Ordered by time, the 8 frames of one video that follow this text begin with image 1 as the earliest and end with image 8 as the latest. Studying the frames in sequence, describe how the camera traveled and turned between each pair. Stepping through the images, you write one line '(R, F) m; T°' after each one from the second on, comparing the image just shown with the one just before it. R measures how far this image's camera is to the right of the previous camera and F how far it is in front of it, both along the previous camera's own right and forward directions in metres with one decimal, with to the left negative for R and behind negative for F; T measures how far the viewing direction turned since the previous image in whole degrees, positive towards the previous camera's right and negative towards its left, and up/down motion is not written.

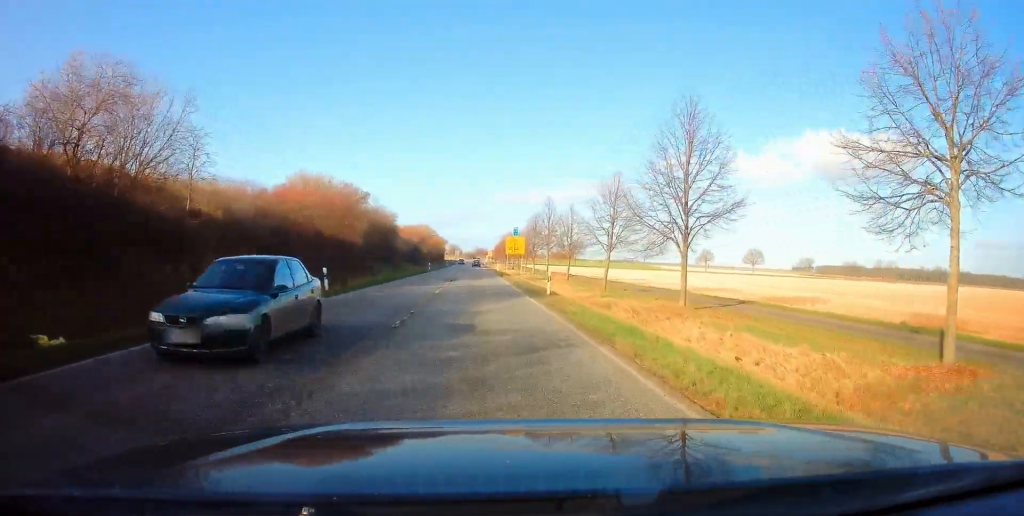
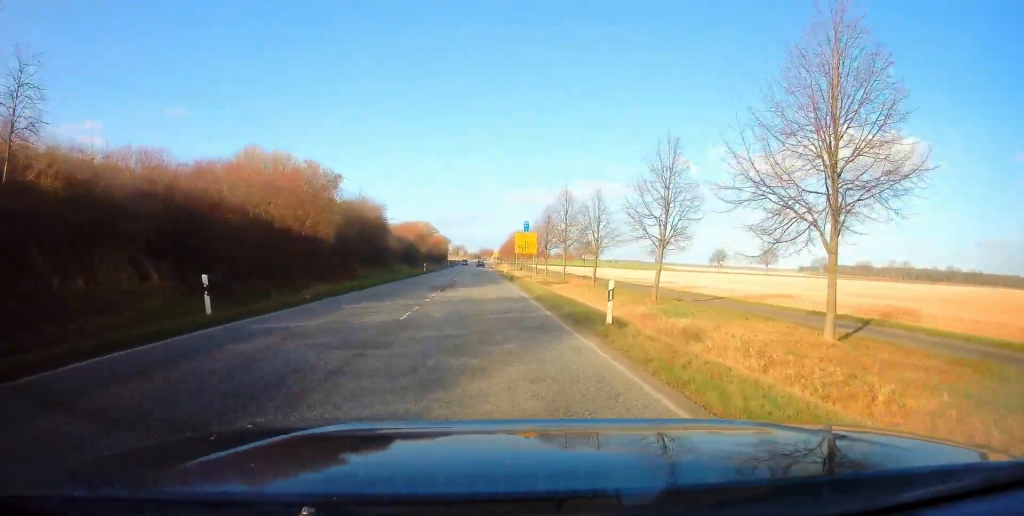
(0.0, +10.7) m; 0°
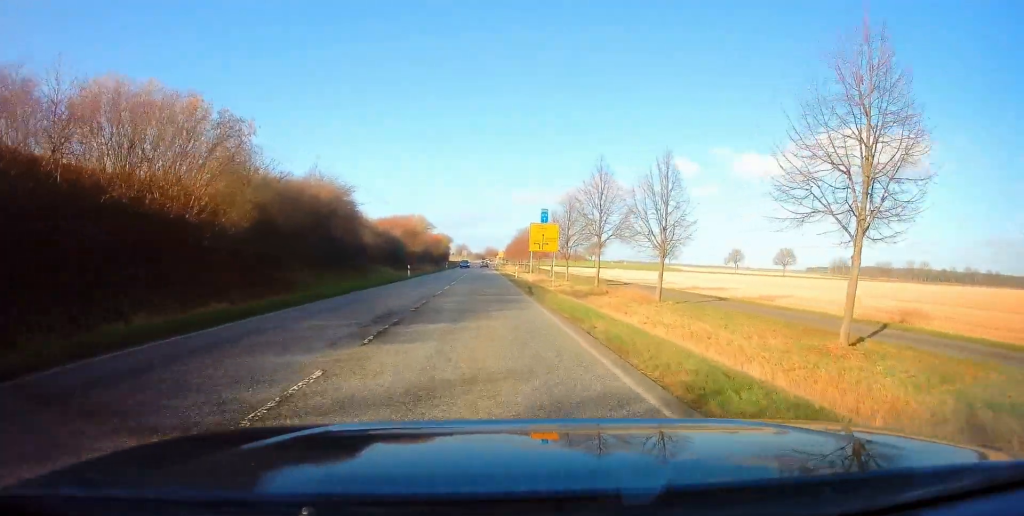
(-0.2, +15.5) m; -1°
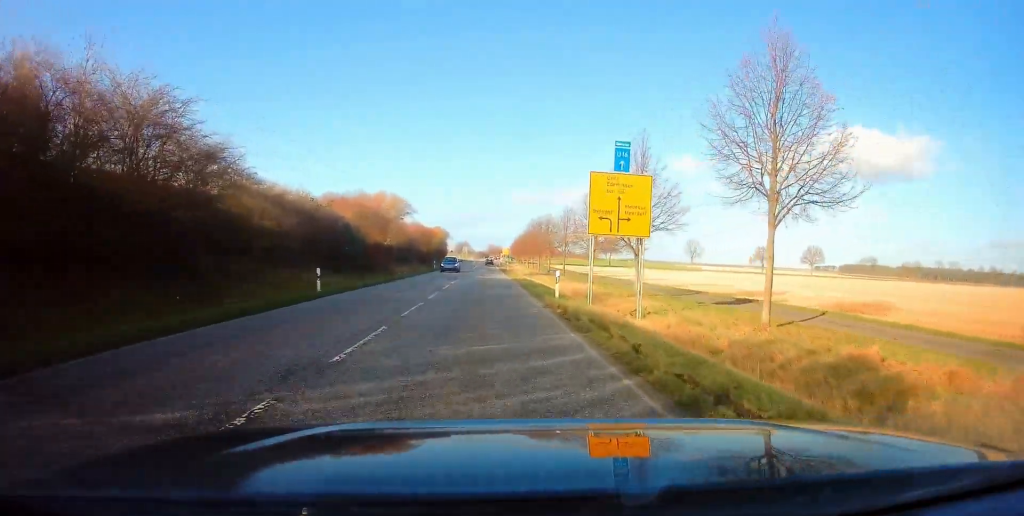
(-0.1, +25.9) m; 0°
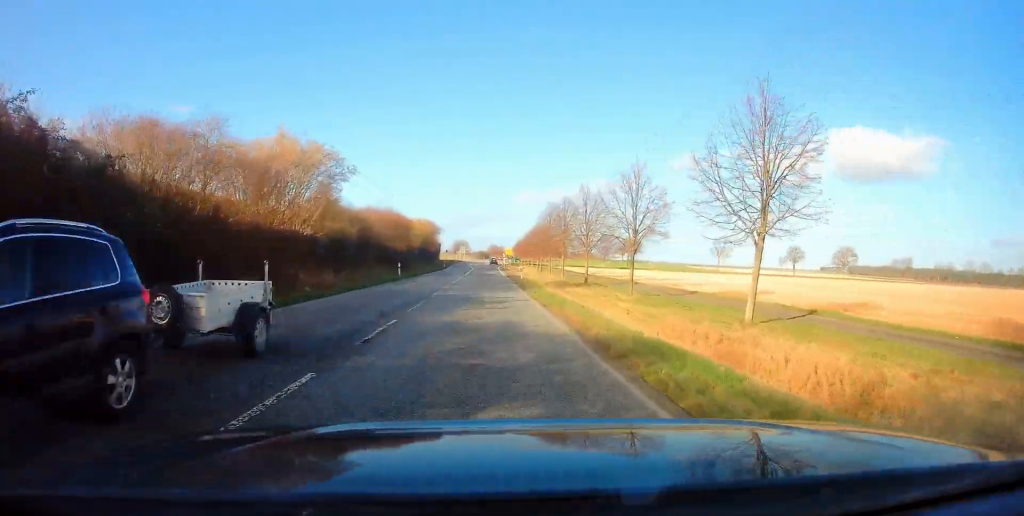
(0.0, +28.4) m; 0°
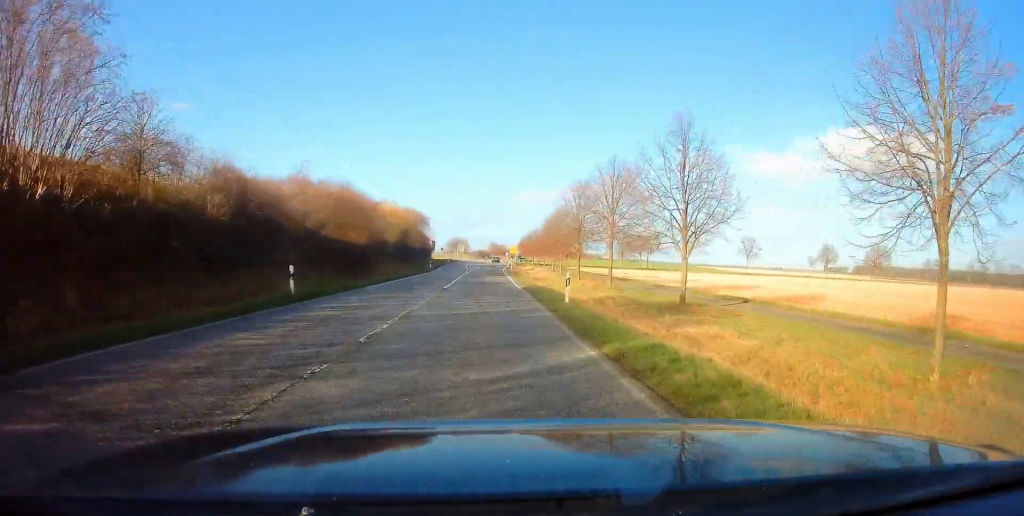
(-0.2, +23.5) m; 0°
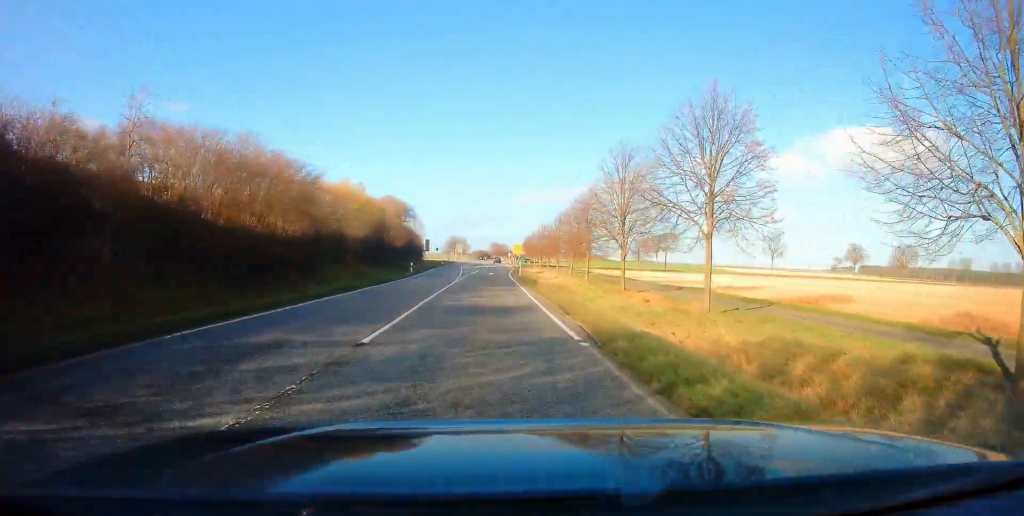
(0.0, +17.4) m; 0°
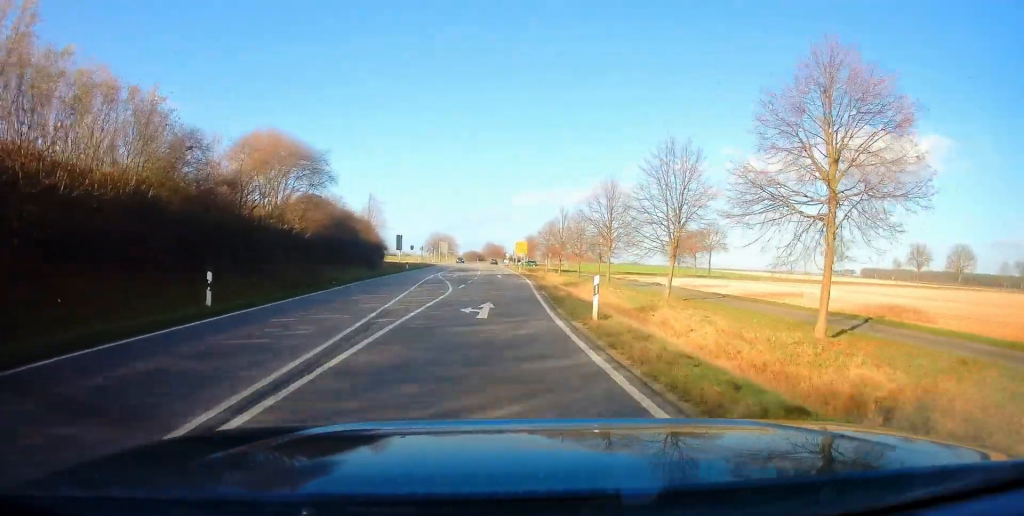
(0.0, +37.1) m; 0°
